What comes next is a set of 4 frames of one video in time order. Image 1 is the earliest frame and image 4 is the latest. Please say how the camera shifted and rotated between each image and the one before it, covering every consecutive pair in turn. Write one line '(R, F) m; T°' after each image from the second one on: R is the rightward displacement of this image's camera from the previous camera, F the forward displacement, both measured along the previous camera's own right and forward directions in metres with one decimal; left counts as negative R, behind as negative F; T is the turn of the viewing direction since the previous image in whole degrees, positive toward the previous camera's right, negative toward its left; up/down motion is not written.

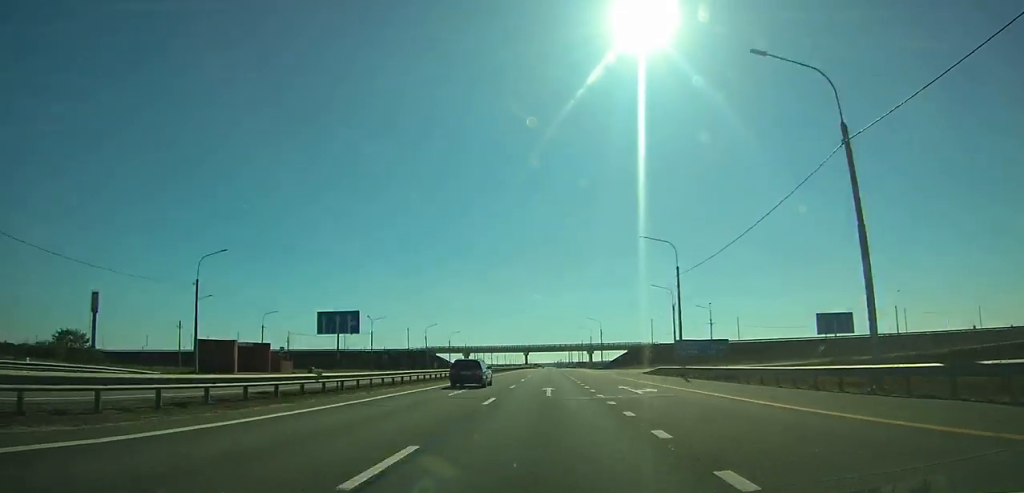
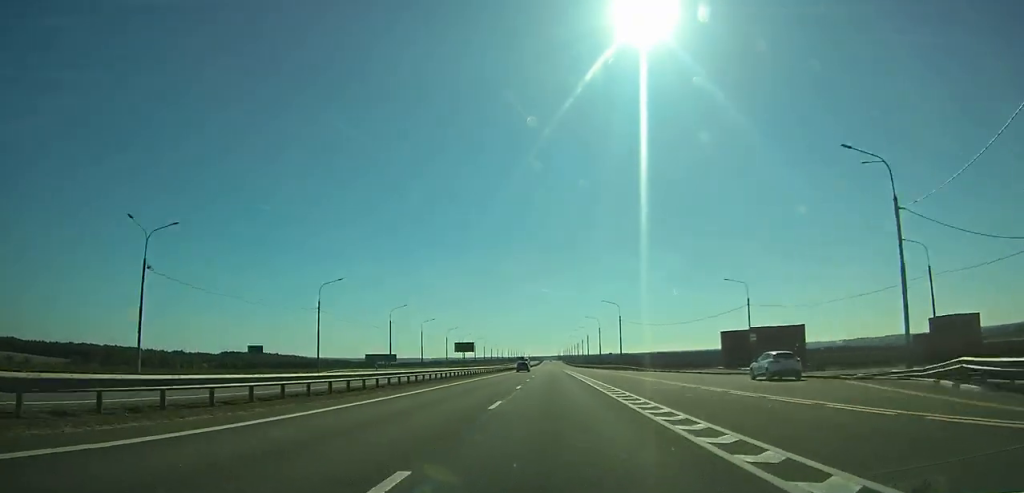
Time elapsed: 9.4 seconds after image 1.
(-2.2, +301.2) m; 0°
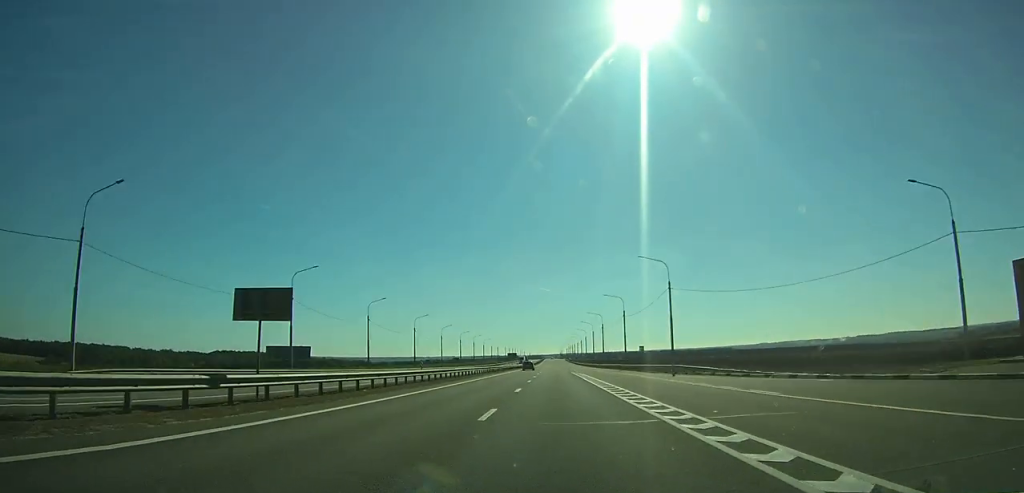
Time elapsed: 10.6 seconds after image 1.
(0.0, +38.9) m; 0°
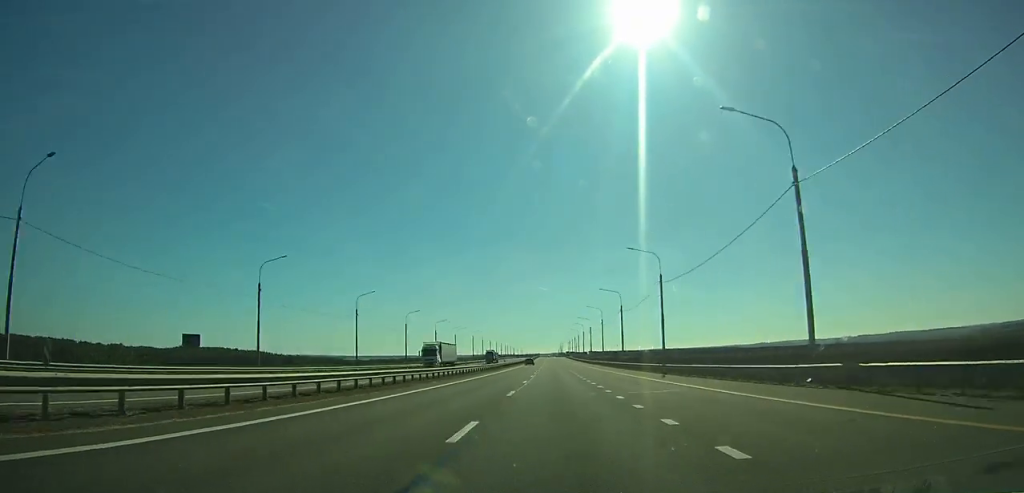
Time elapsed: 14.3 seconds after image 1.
(+0.6, +122.5) m; 0°
